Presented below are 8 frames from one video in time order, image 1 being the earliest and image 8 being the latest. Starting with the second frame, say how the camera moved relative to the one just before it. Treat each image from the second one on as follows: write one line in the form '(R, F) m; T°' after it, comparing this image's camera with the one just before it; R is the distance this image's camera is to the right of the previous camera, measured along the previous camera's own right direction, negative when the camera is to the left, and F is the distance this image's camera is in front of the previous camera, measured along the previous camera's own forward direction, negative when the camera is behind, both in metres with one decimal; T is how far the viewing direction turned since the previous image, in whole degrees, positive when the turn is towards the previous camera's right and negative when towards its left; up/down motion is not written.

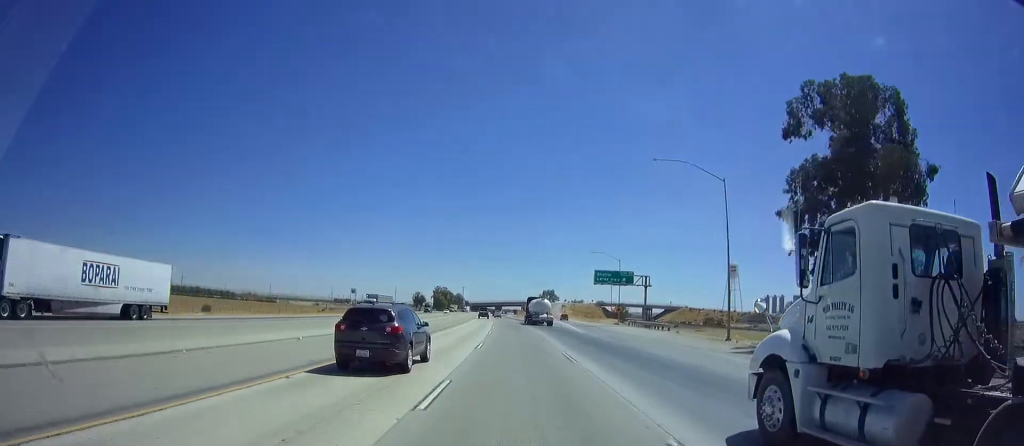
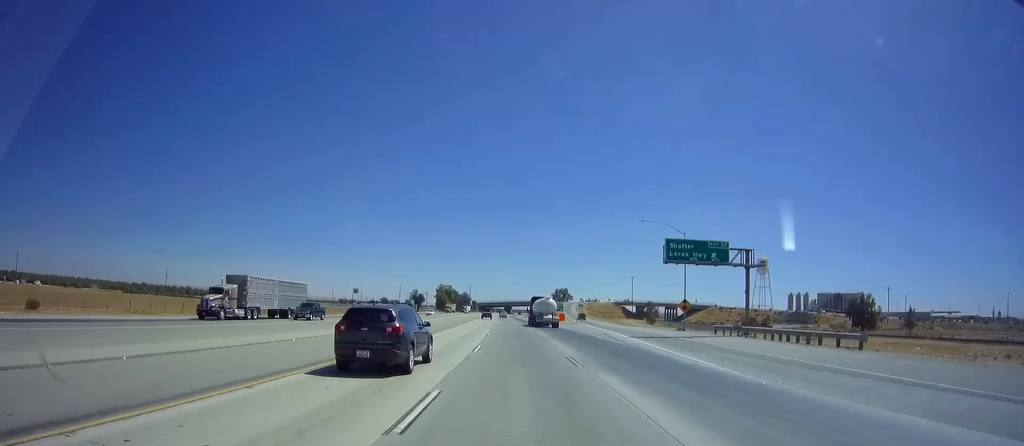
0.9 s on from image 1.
(-0.1, +30.8) m; -1°
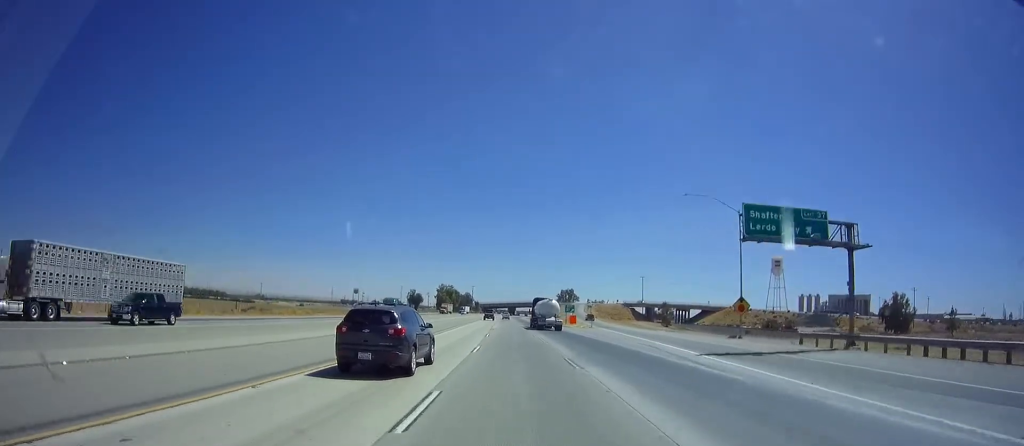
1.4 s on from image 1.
(+0.1, +14.4) m; -1°
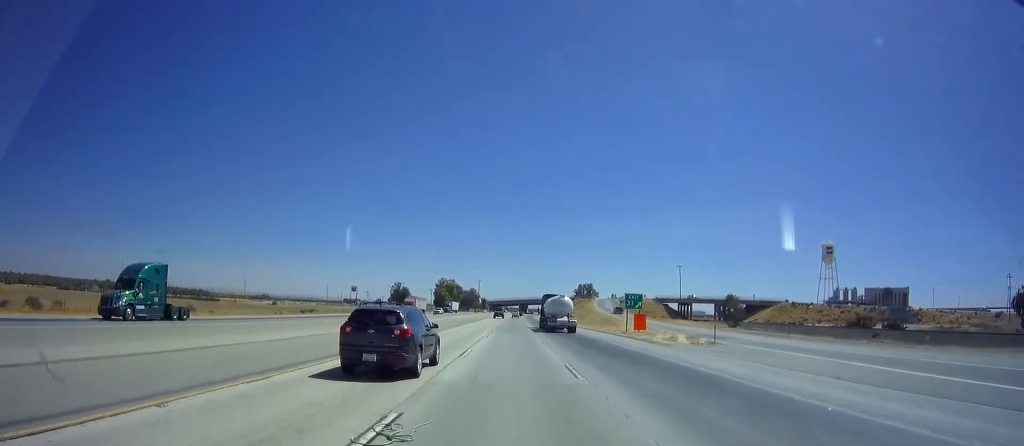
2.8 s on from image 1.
(-0.9, +46.4) m; -1°
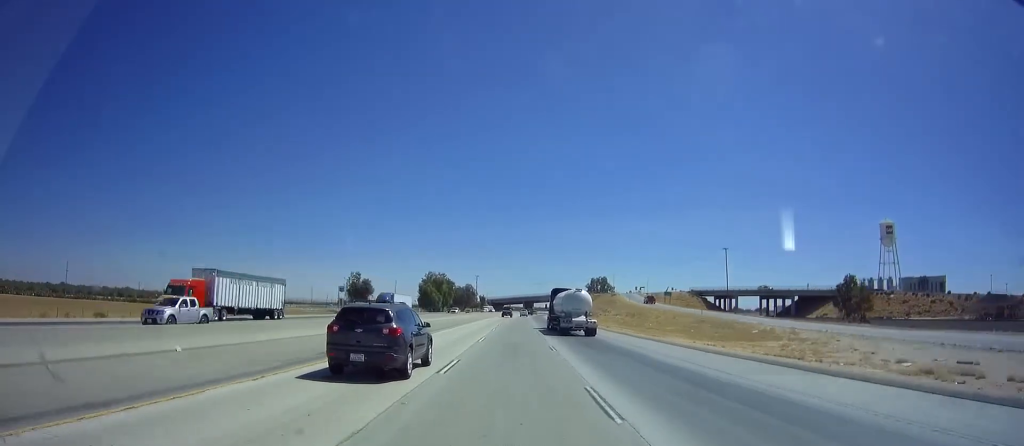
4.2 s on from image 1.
(+0.1, +48.4) m; 0°
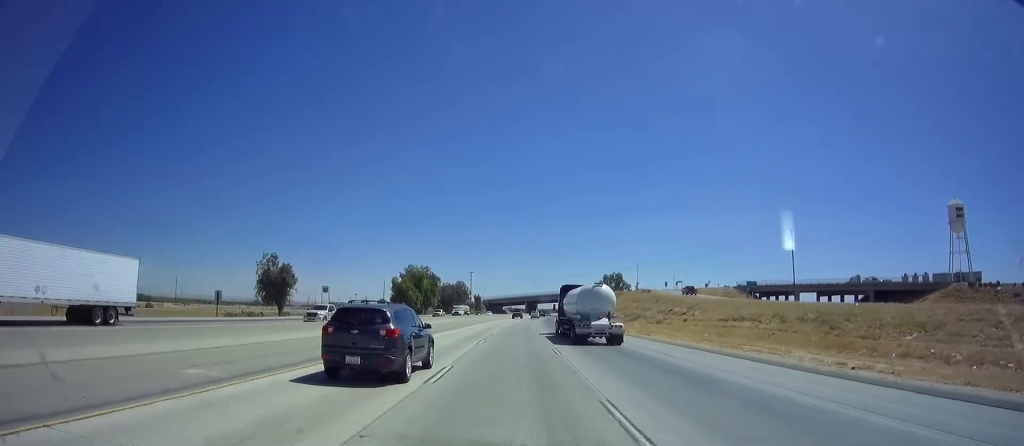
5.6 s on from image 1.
(-0.3, +45.4) m; -1°
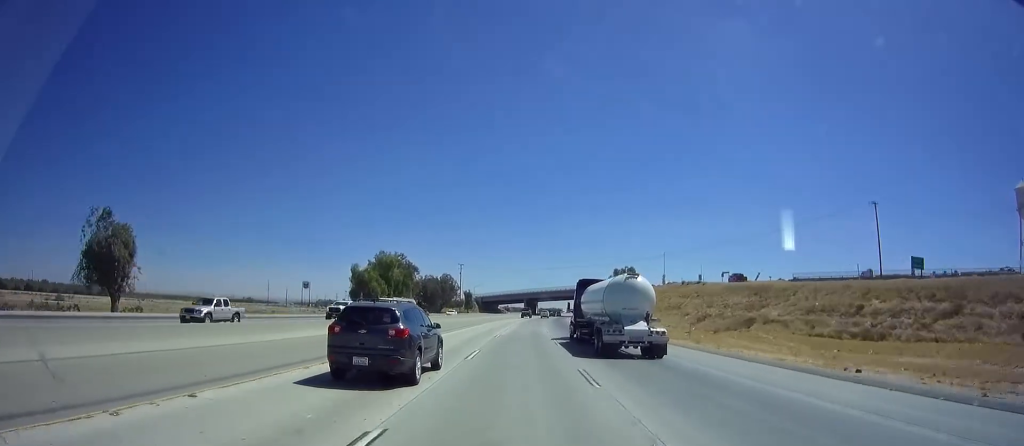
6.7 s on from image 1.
(0.0, +37.6) m; +1°
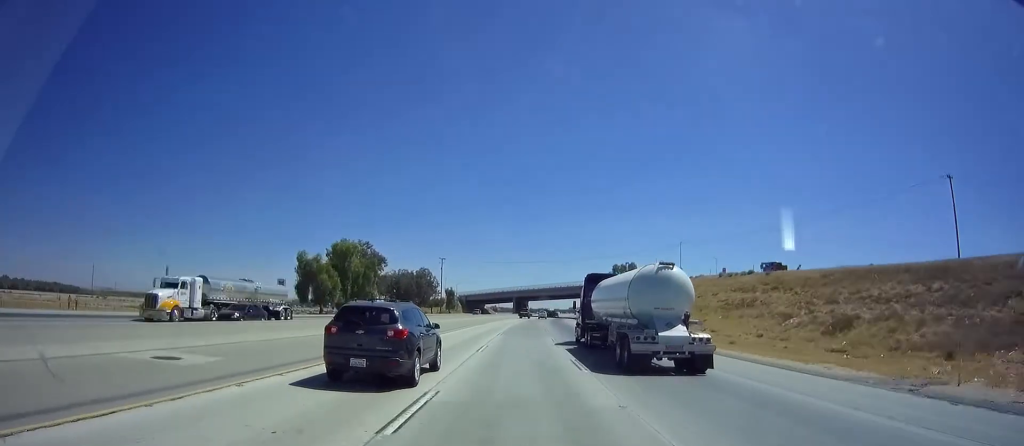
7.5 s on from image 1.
(+0.2, +25.4) m; +1°
